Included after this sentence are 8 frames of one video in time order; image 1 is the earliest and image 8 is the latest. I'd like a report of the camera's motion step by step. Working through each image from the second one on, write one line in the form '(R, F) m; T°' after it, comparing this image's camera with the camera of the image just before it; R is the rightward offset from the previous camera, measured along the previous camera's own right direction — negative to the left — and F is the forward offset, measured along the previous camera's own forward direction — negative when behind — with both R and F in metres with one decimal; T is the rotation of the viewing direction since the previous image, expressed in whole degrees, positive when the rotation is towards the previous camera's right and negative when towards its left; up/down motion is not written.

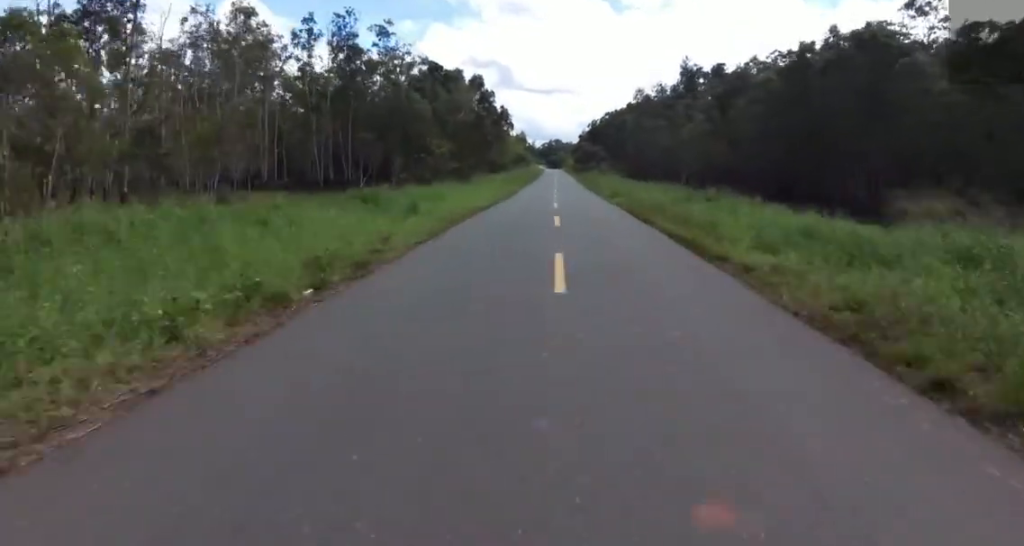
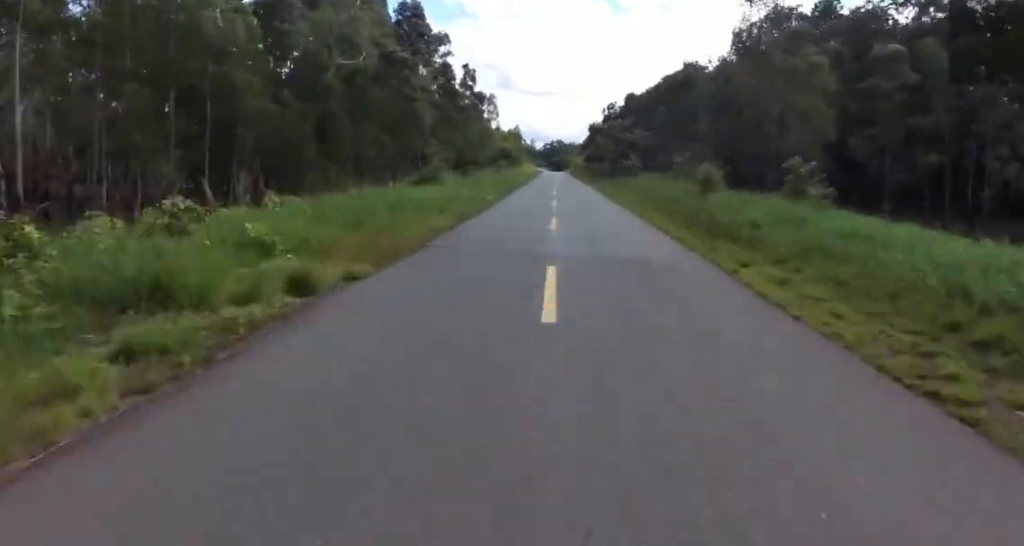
(0.0, +60.0) m; 0°
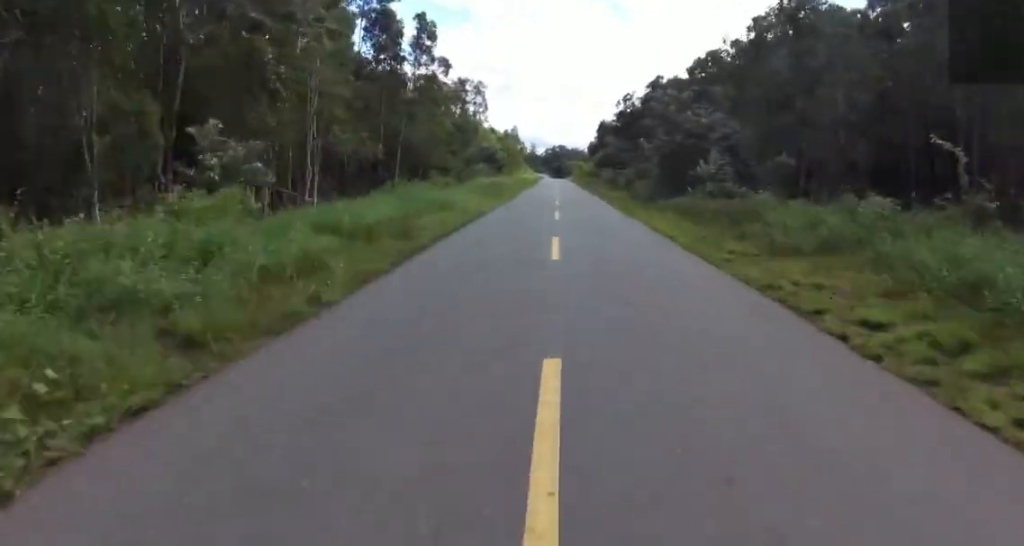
(0.0, +29.9) m; 0°
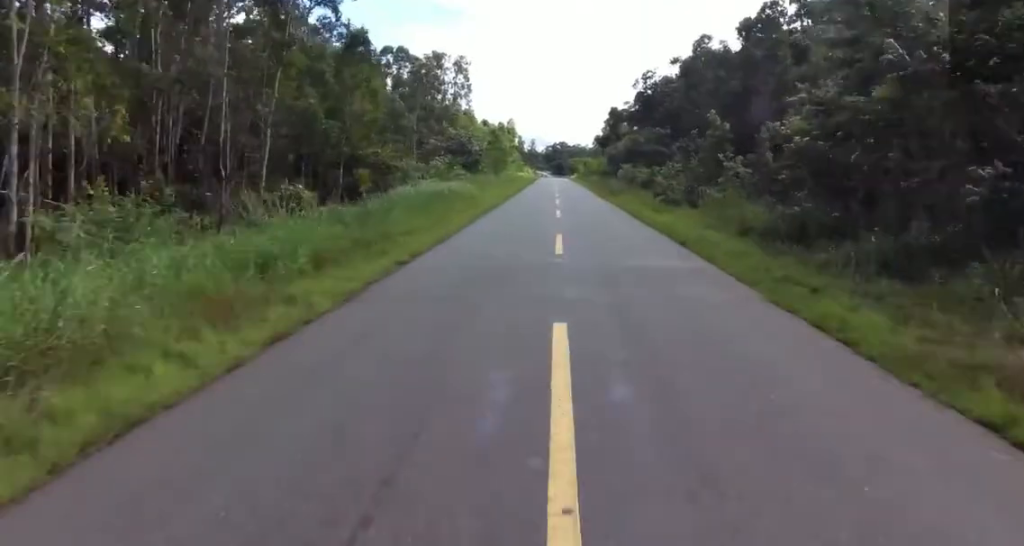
(0.0, +24.6) m; 0°
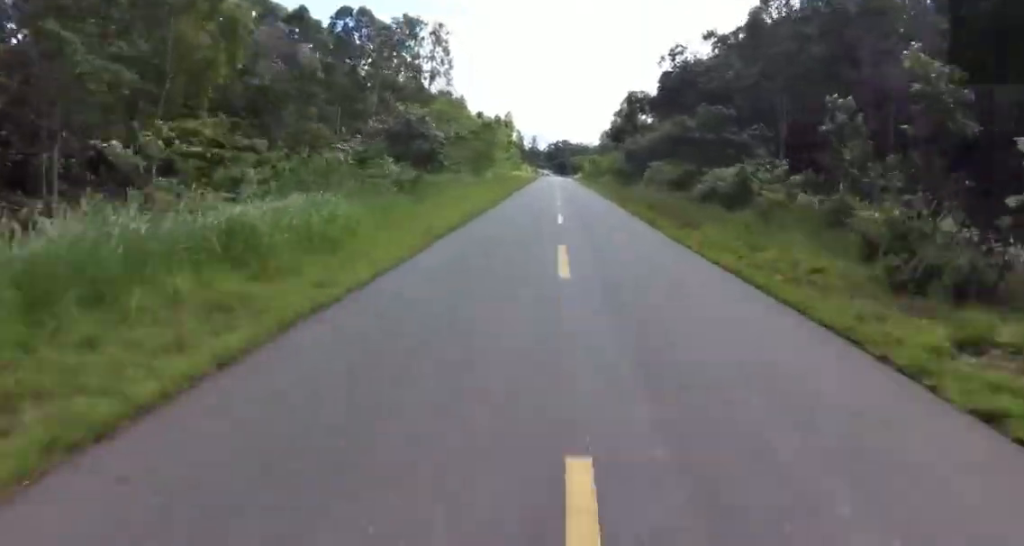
(0.0, +19.3) m; 0°
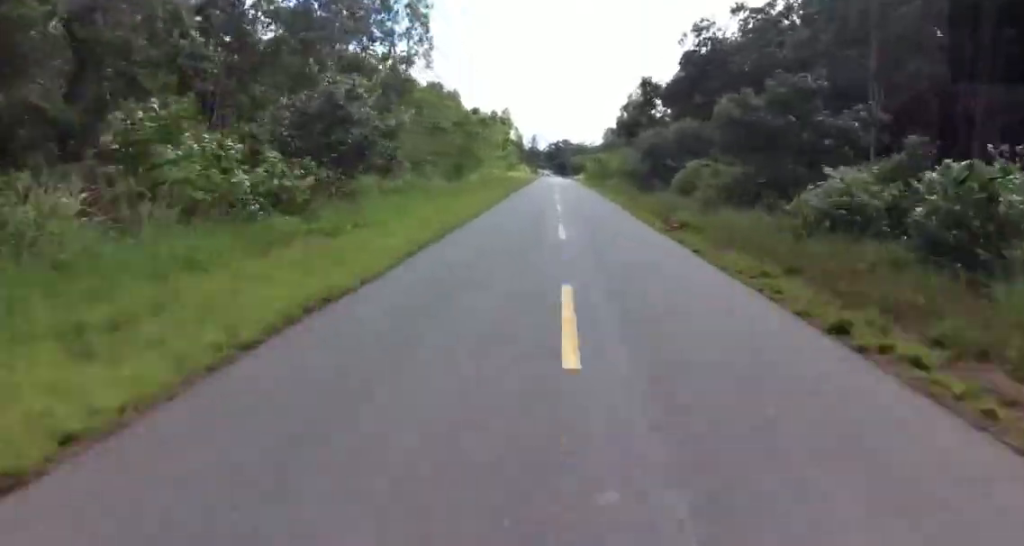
(0.0, +12.1) m; 0°
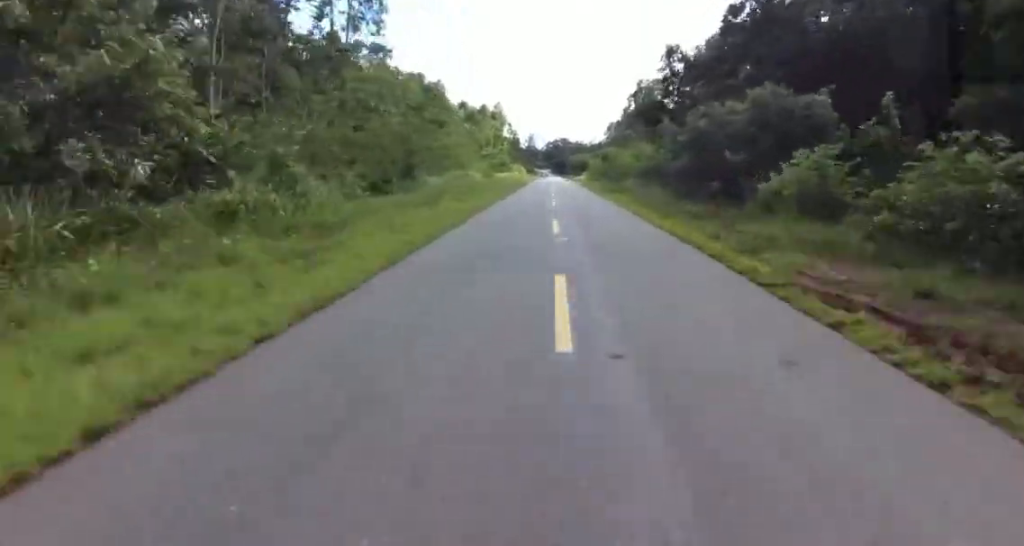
(0.0, +17.0) m; 0°
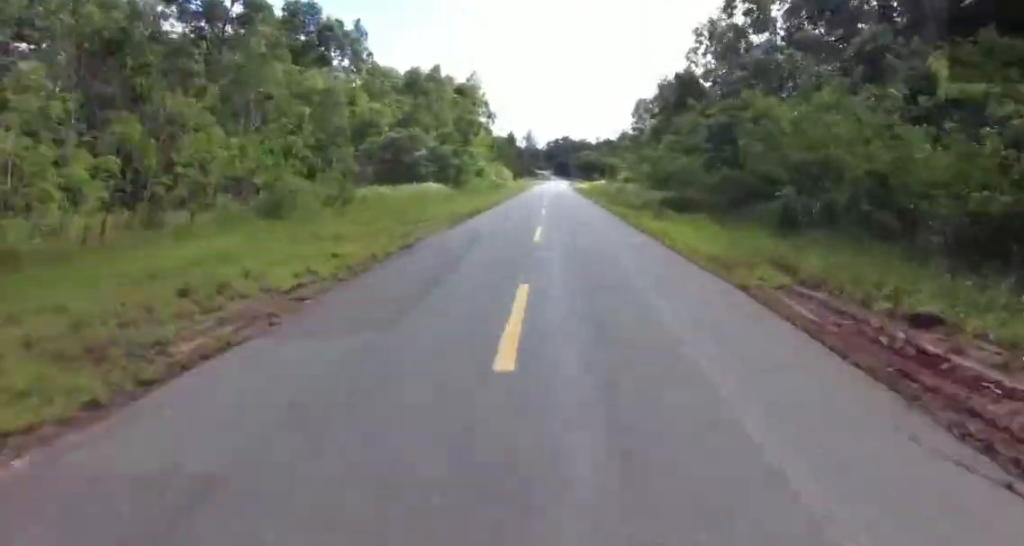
(0.0, +50.7) m; 0°
